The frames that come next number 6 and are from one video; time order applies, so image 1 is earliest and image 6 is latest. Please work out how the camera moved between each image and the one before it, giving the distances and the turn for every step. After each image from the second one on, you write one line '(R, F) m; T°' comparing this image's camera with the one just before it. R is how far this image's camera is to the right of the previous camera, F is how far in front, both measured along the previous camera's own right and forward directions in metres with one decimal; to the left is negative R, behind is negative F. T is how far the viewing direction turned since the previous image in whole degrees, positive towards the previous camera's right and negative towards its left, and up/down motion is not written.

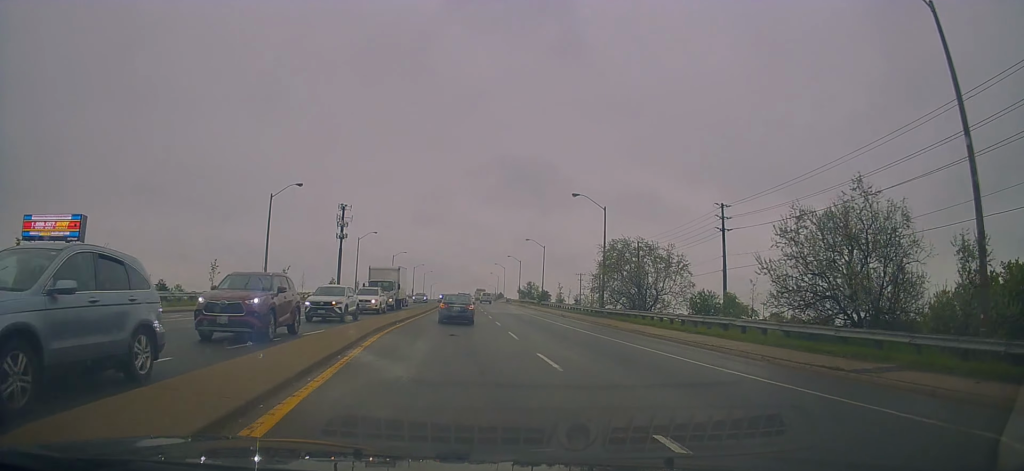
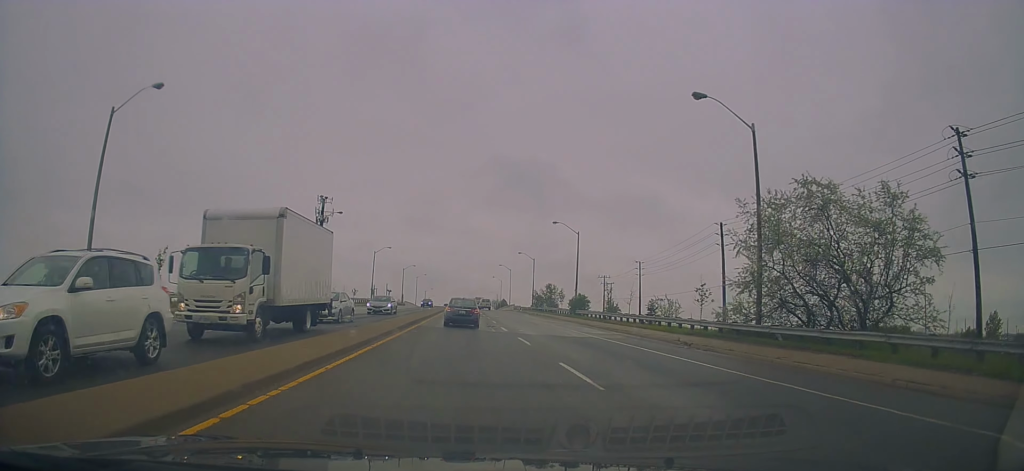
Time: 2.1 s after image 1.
(+0.2, +27.8) m; +1°
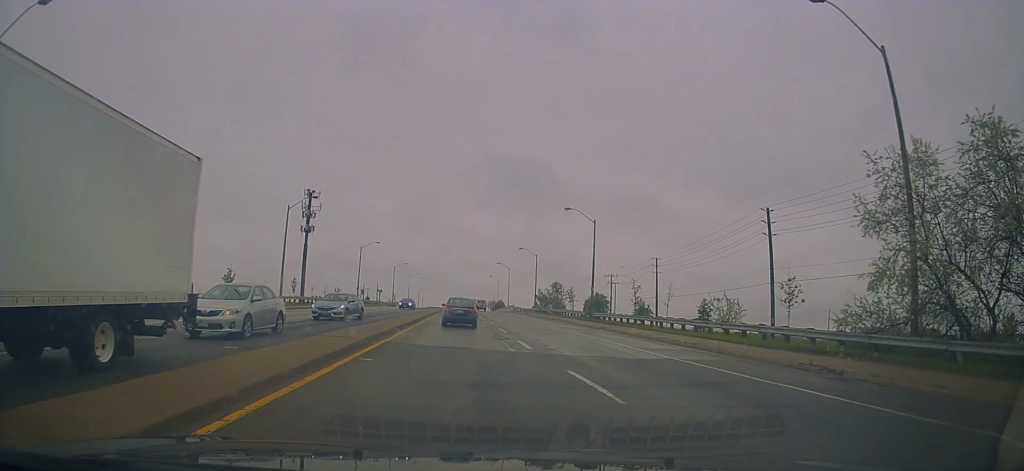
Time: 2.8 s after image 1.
(0.0, +9.6) m; 0°
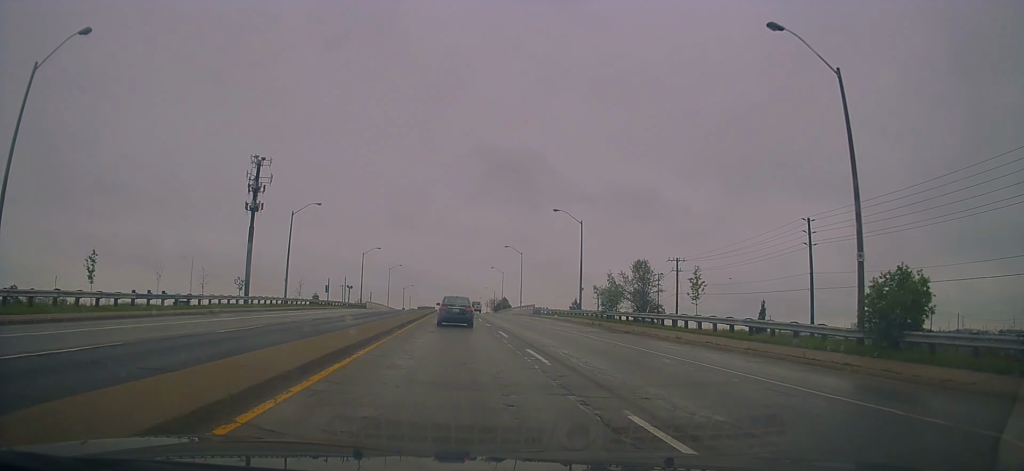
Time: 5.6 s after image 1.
(+0.7, +38.4) m; +1°
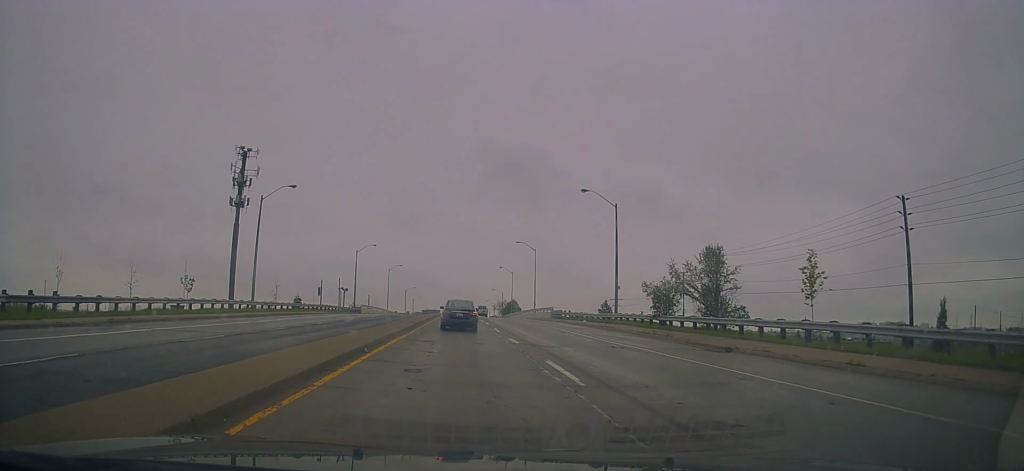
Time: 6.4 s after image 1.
(-0.2, +12.7) m; -1°
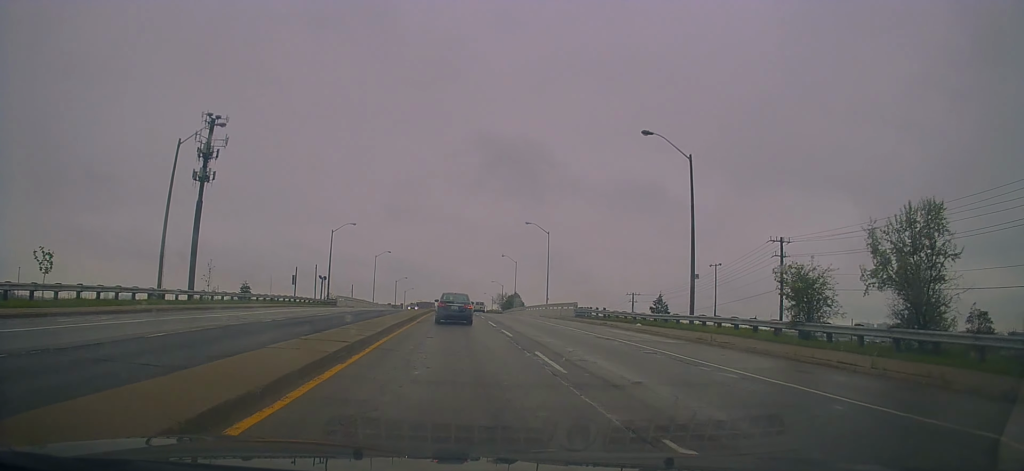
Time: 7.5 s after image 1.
(-0.2, +17.9) m; 0°
